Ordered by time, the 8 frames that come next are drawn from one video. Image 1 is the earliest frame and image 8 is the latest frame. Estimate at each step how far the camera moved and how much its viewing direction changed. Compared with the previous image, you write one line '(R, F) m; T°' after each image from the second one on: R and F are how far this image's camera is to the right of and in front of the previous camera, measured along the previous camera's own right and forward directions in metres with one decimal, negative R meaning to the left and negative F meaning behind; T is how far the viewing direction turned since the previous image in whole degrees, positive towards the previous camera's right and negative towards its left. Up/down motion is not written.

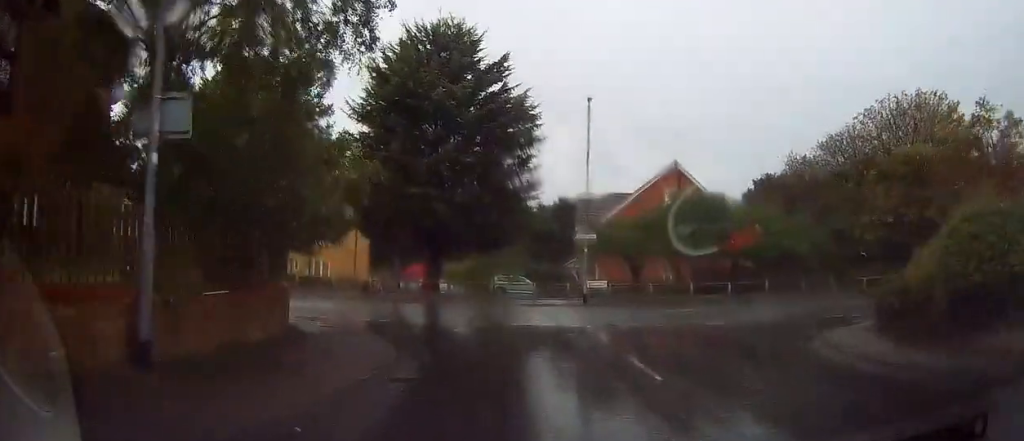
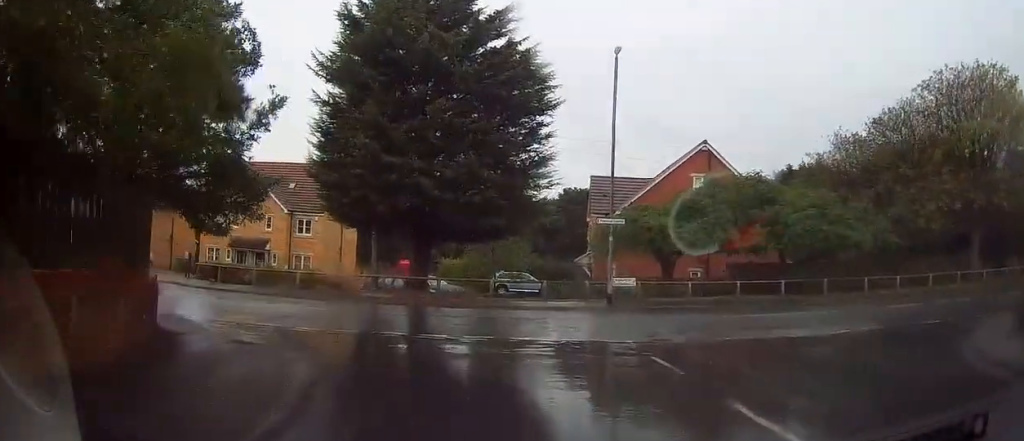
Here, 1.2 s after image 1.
(-0.3, +6.3) m; -1°
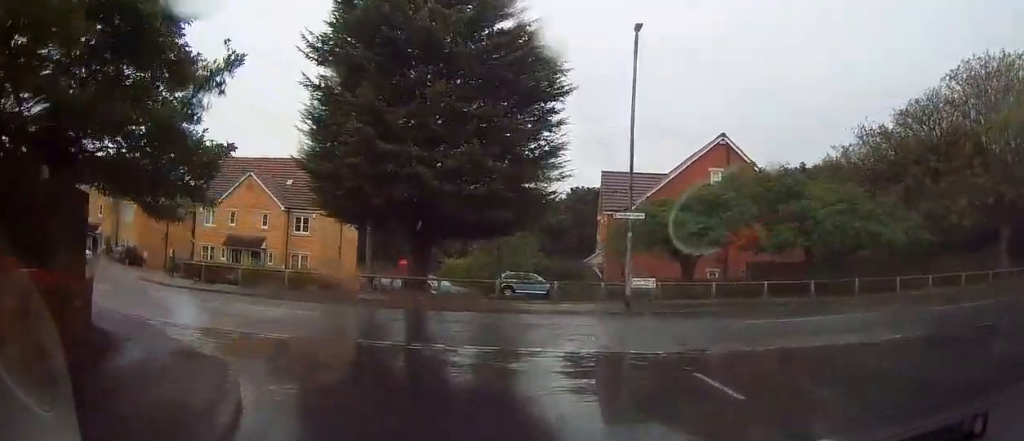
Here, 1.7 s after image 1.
(-0.1, +2.4) m; +1°
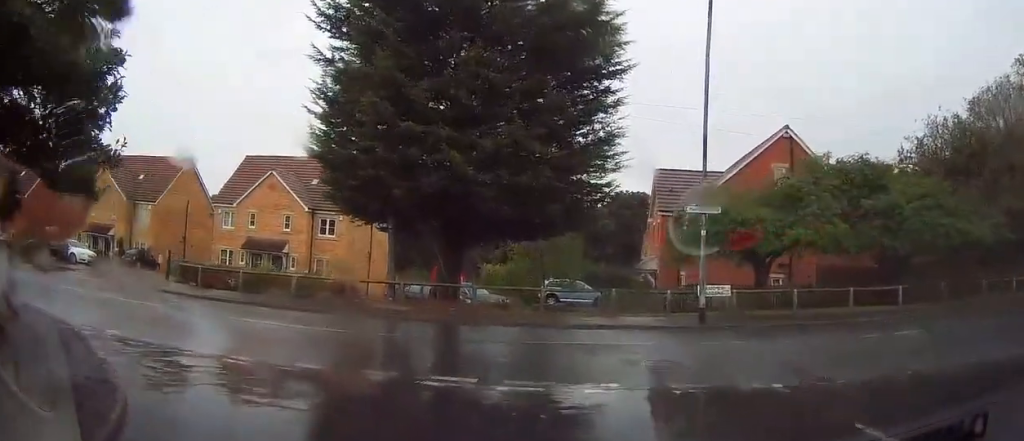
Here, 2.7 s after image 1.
(+0.2, +4.0) m; -4°
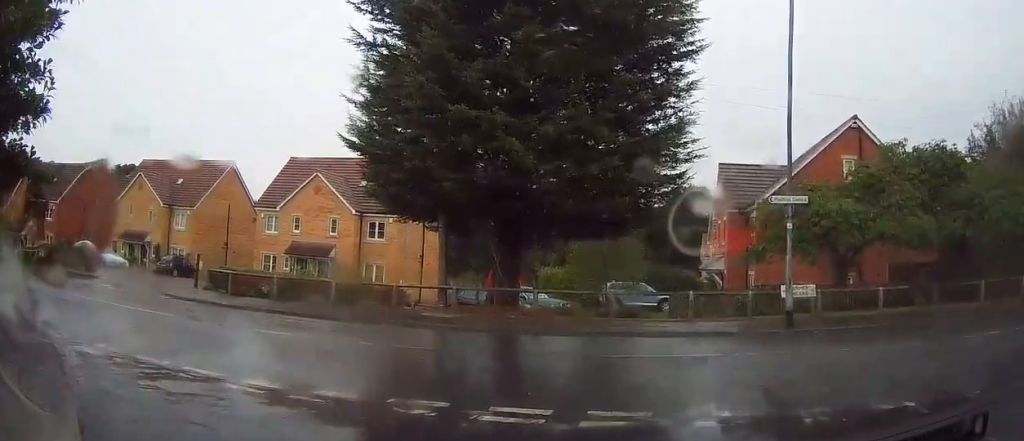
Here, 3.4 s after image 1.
(-0.3, +2.1) m; -9°
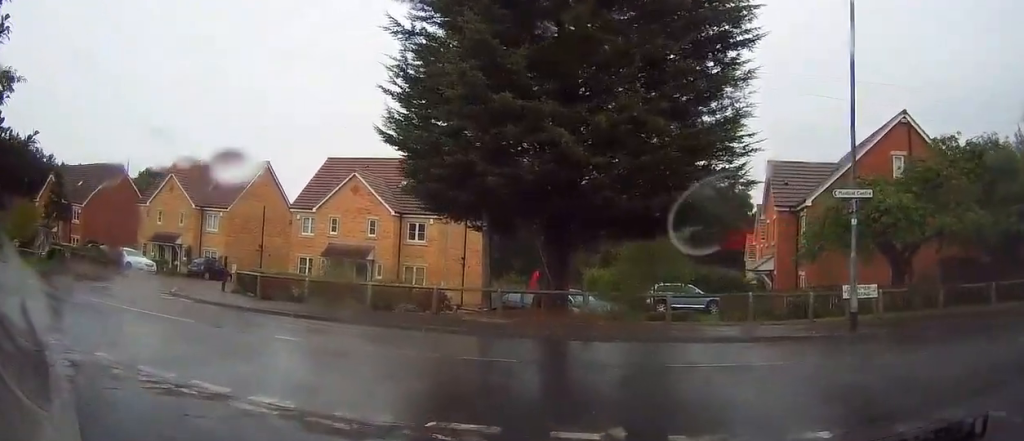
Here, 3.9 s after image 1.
(0.0, +1.2) m; -4°
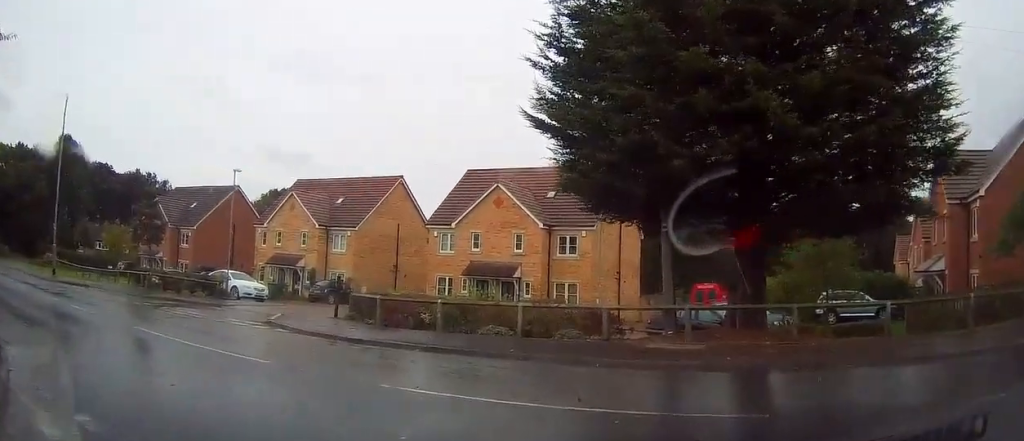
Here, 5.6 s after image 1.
(-0.3, +4.0) m; -6°
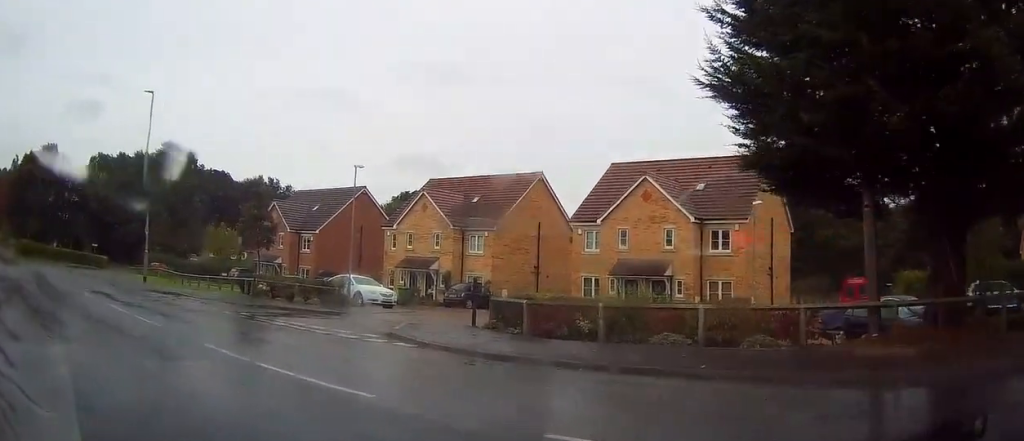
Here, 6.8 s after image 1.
(-0.2, +2.4) m; -20°
